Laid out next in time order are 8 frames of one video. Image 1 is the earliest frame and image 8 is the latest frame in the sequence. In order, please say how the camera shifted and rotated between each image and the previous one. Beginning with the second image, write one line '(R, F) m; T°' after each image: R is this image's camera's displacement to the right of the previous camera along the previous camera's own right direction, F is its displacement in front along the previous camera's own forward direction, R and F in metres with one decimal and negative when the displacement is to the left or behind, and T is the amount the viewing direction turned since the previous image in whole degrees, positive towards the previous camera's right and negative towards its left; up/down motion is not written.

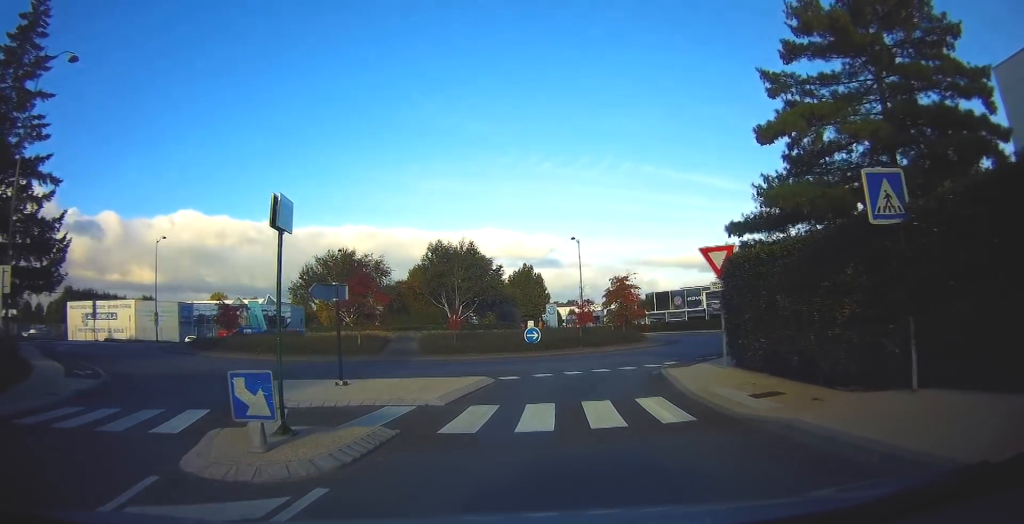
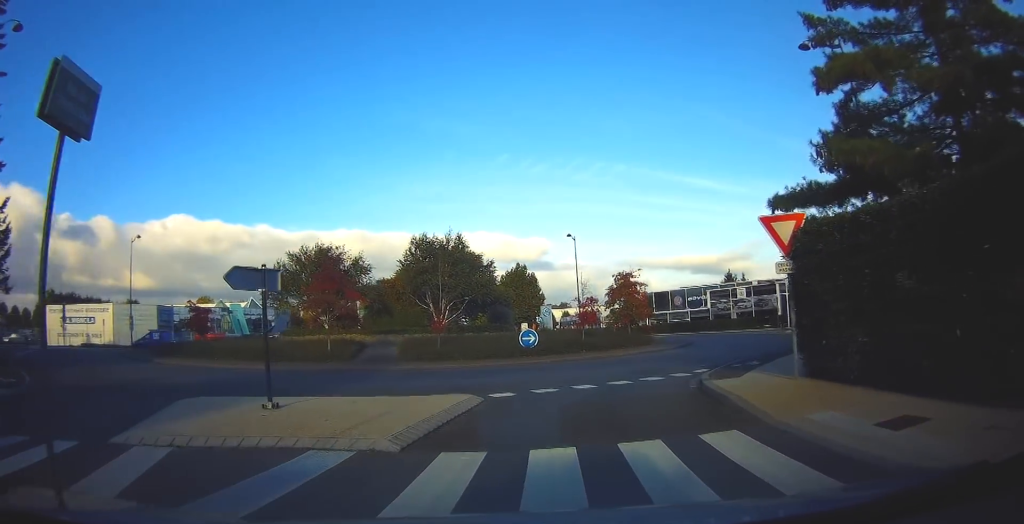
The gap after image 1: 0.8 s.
(+0.4, +4.2) m; +1°
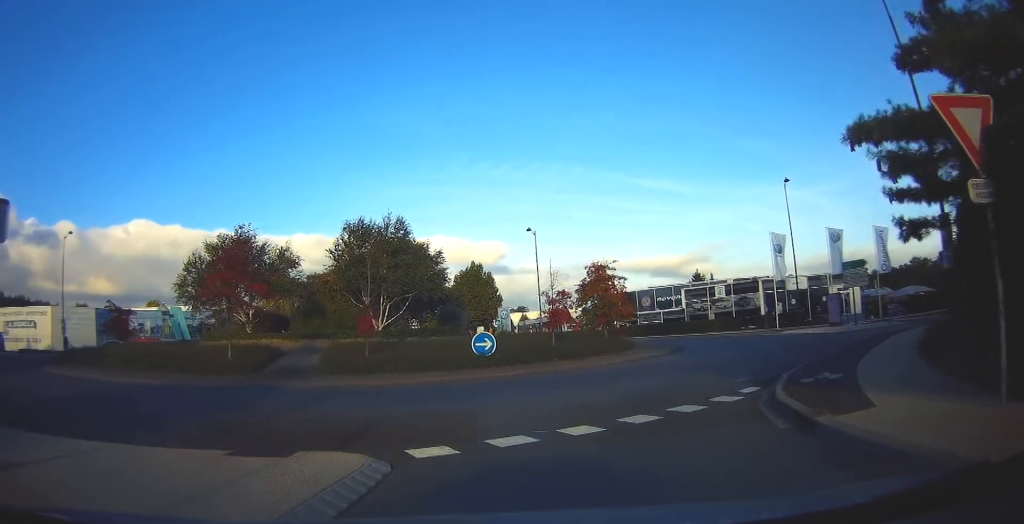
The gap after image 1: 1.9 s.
(-0.3, +6.2) m; 0°
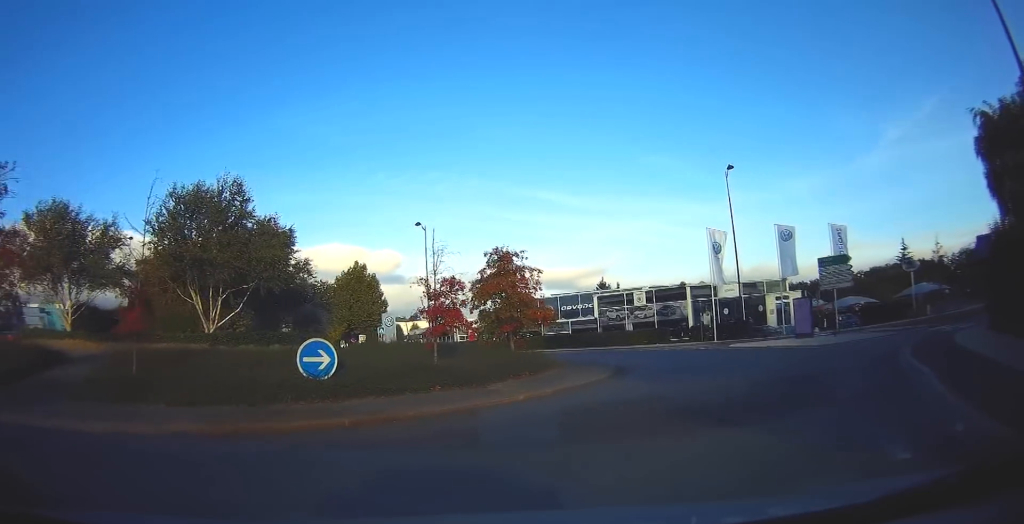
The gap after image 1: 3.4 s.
(+0.9, +8.0) m; +12°
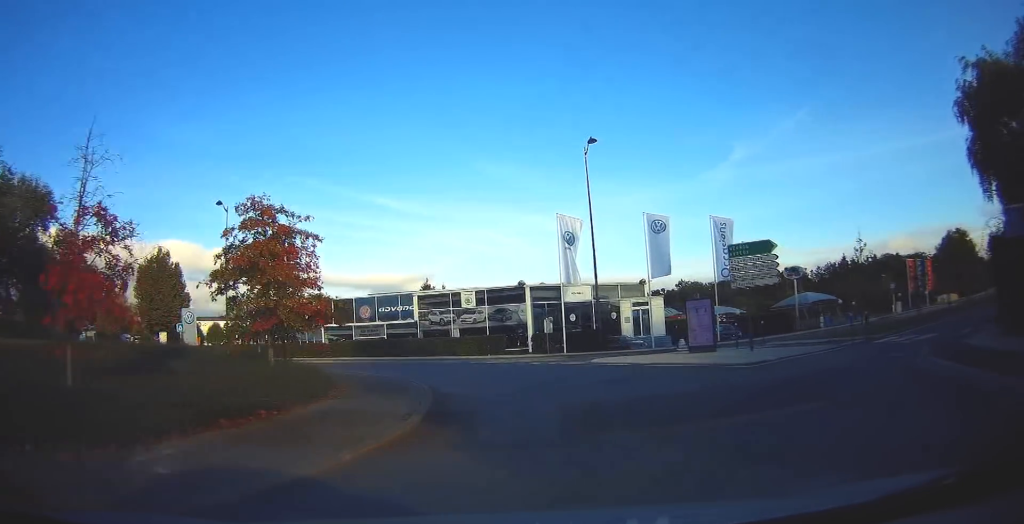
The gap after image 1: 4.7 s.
(+0.9, +8.1) m; +12°
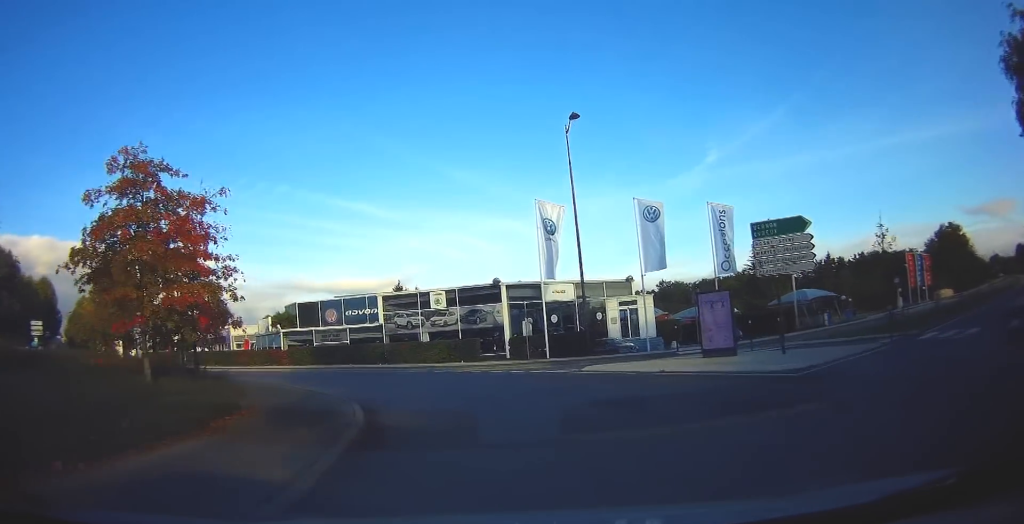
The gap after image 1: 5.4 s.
(+0.2, +4.3) m; +3°
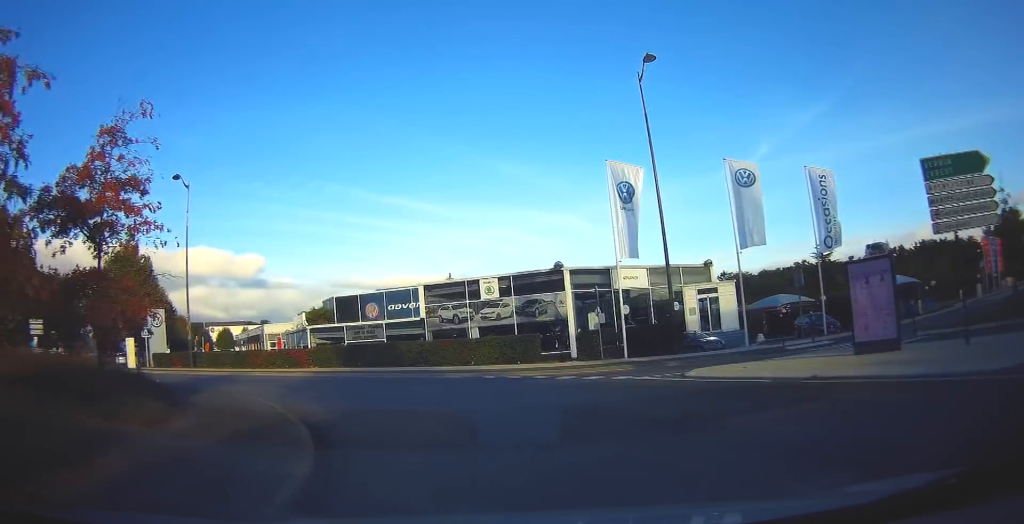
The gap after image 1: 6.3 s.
(+0.2, +6.0) m; -1°
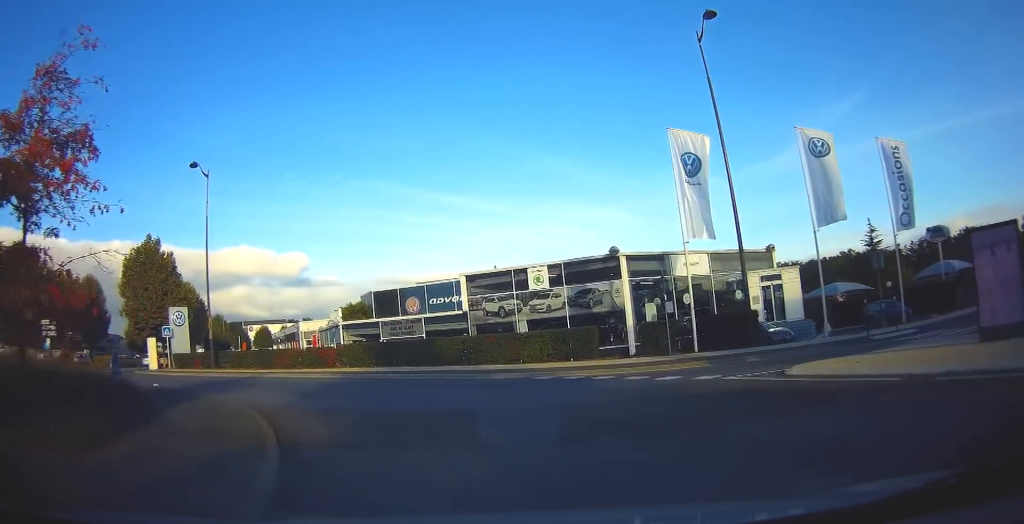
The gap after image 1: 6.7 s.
(0.0, +3.2) m; -4°
